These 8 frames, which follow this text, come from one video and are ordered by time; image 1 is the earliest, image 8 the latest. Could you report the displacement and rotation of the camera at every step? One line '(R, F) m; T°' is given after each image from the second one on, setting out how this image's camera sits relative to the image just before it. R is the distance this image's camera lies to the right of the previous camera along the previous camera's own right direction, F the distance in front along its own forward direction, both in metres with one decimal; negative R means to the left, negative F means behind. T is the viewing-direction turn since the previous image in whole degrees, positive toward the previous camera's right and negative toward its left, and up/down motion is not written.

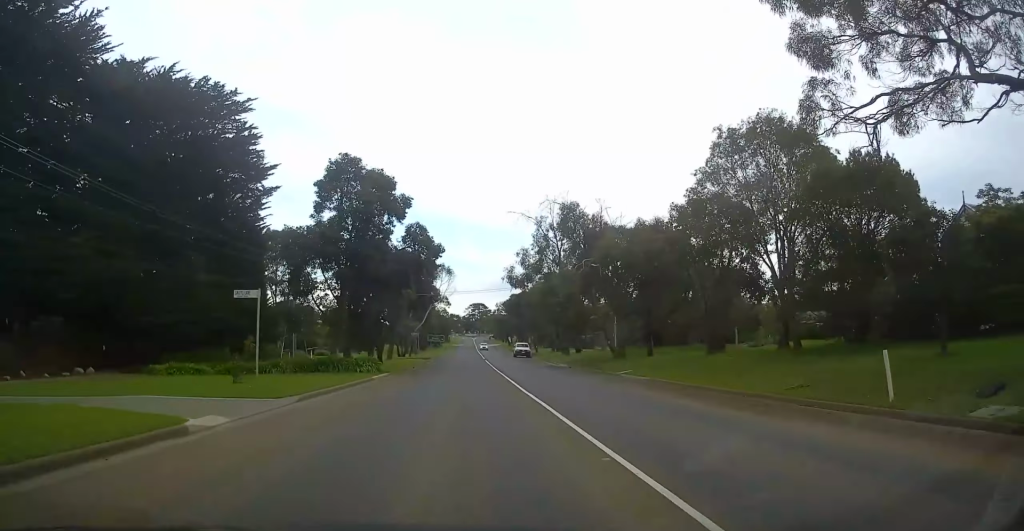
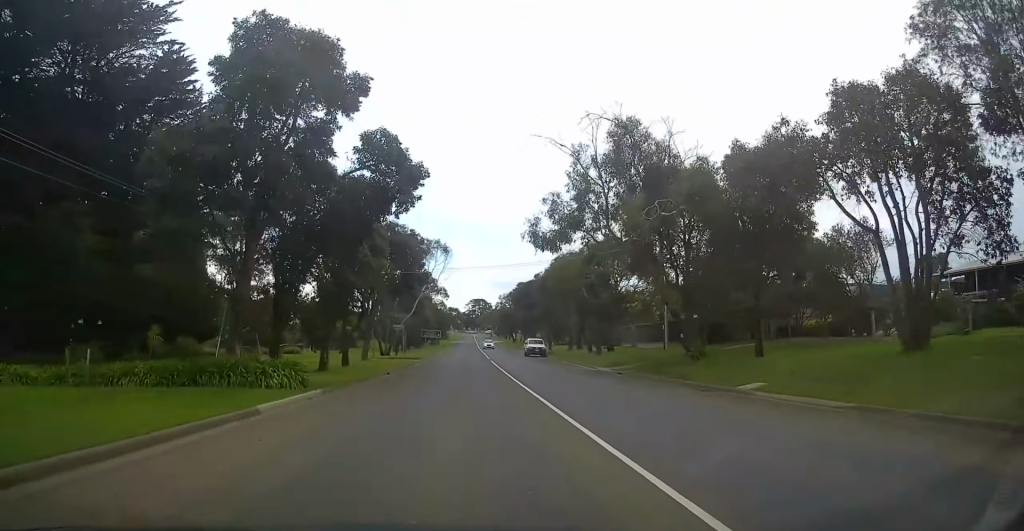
(-0.3, +15.9) m; -1°
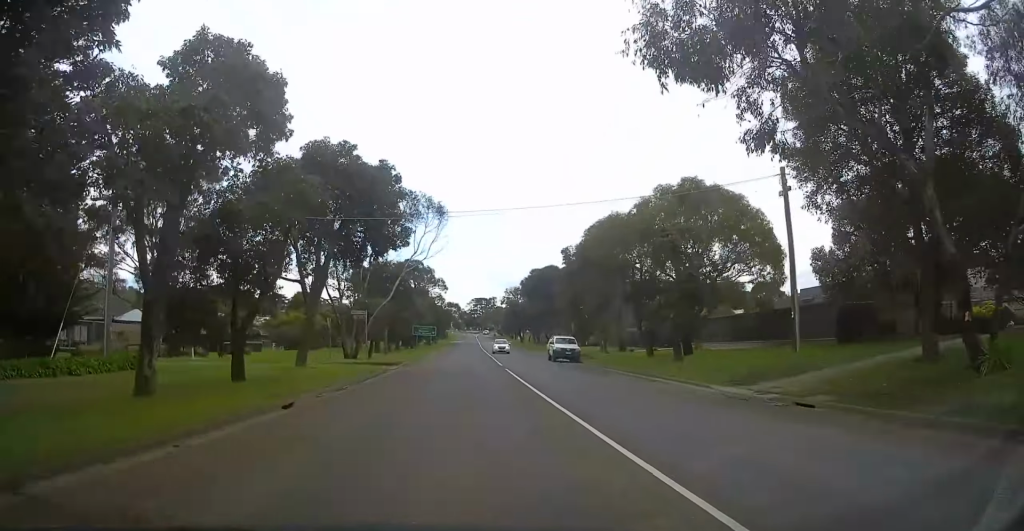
(0.0, +18.9) m; +2°
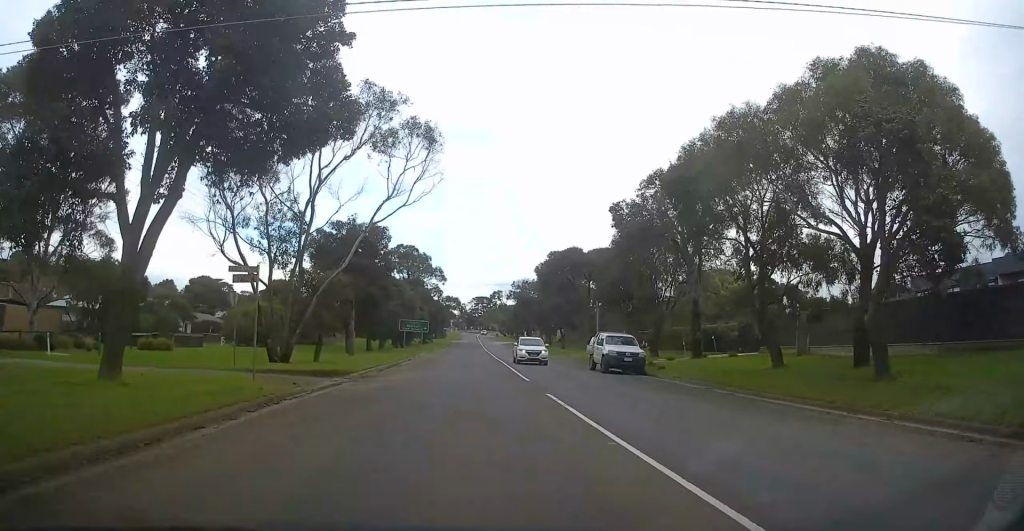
(+0.3, +16.2) m; 0°
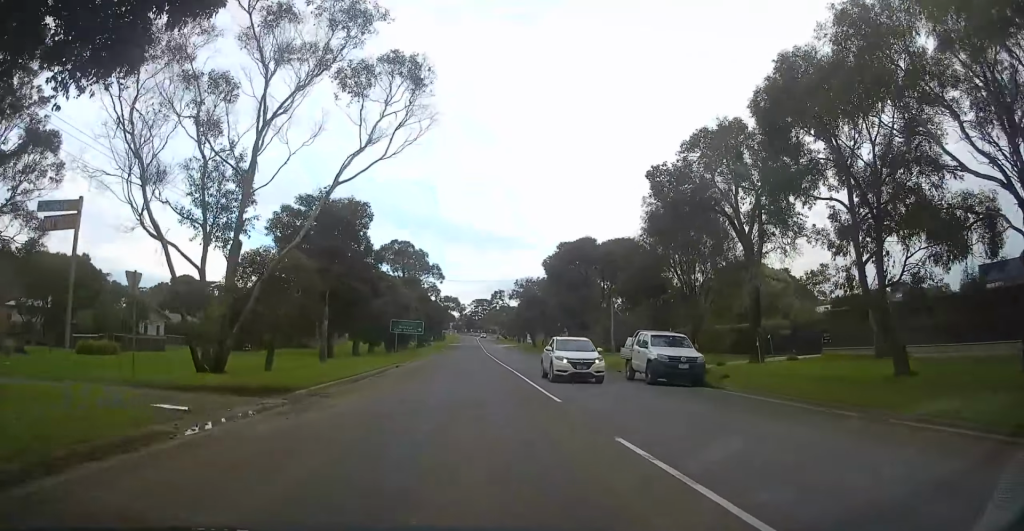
(+0.1, +7.4) m; -1°
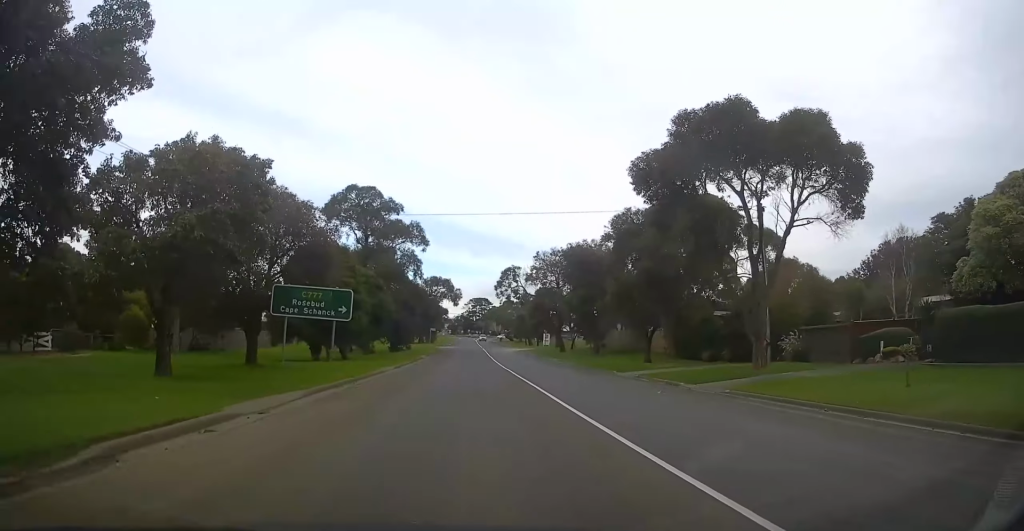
(+0.4, +35.2) m; +2°
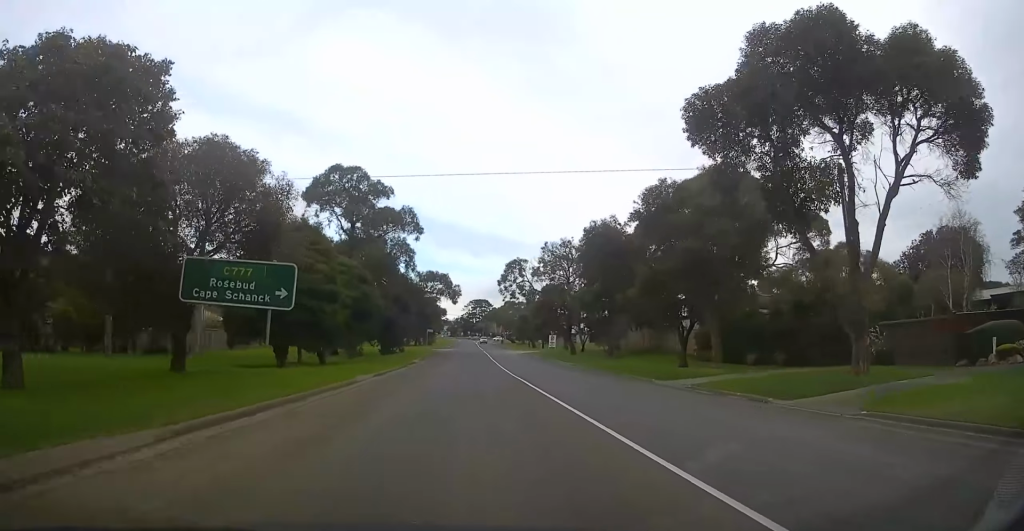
(+0.1, +7.7) m; -1°
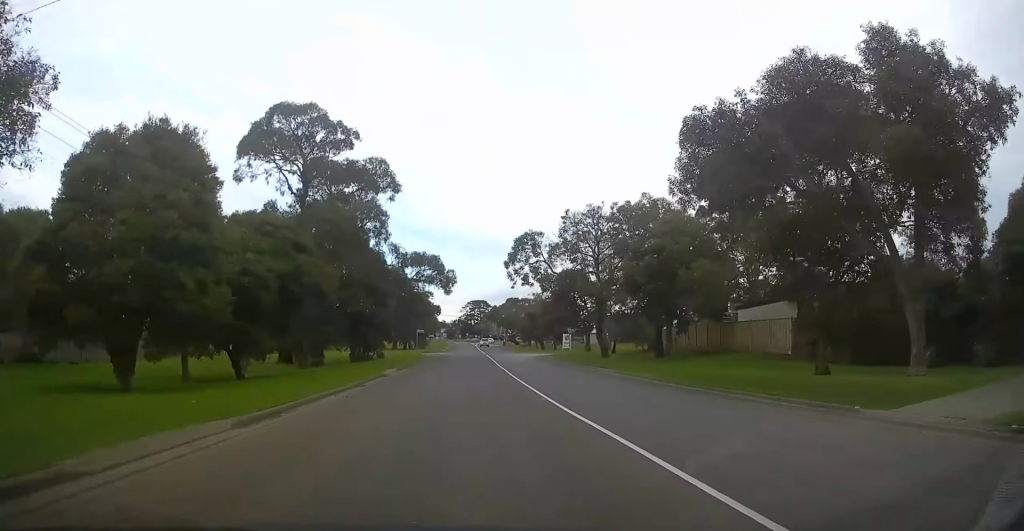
(-0.6, +15.9) m; -1°
